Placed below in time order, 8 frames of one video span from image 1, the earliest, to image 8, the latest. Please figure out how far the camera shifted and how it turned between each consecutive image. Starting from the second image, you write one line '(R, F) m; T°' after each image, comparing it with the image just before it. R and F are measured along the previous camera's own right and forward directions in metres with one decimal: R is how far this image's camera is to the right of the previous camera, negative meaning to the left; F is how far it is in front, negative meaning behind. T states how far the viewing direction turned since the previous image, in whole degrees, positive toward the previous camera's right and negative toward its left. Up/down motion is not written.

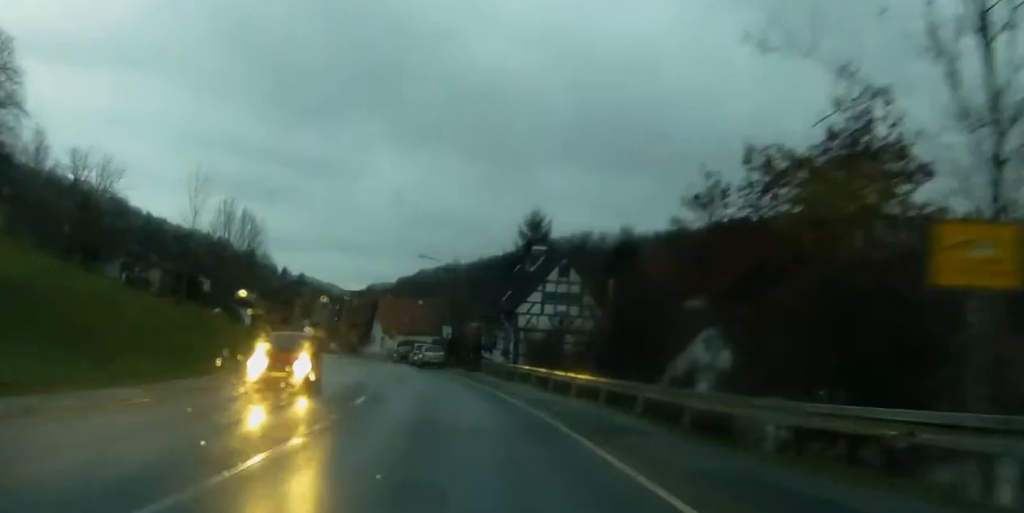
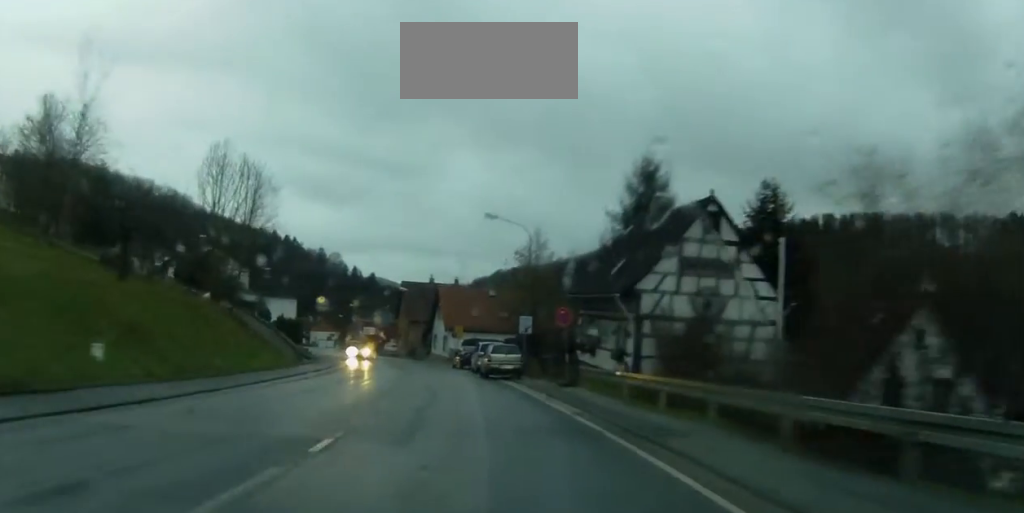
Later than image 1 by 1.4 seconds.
(-0.4, +18.2) m; -4°
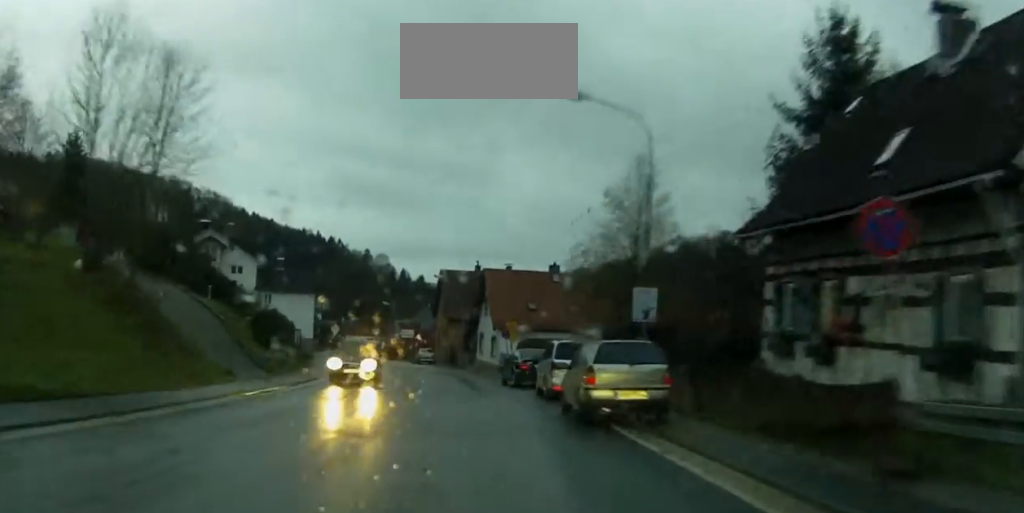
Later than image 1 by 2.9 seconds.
(-0.8, +20.9) m; -4°
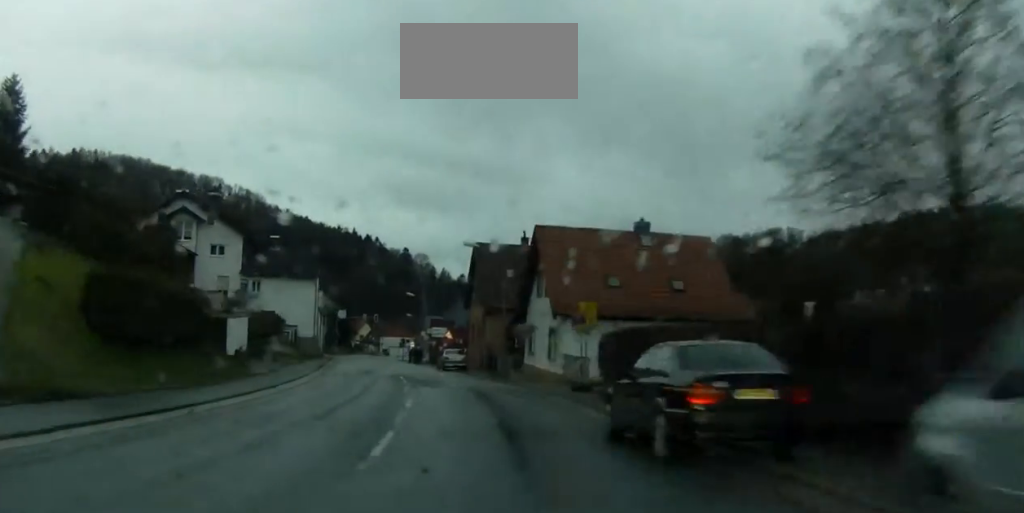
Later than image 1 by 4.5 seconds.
(-1.0, +22.2) m; -3°
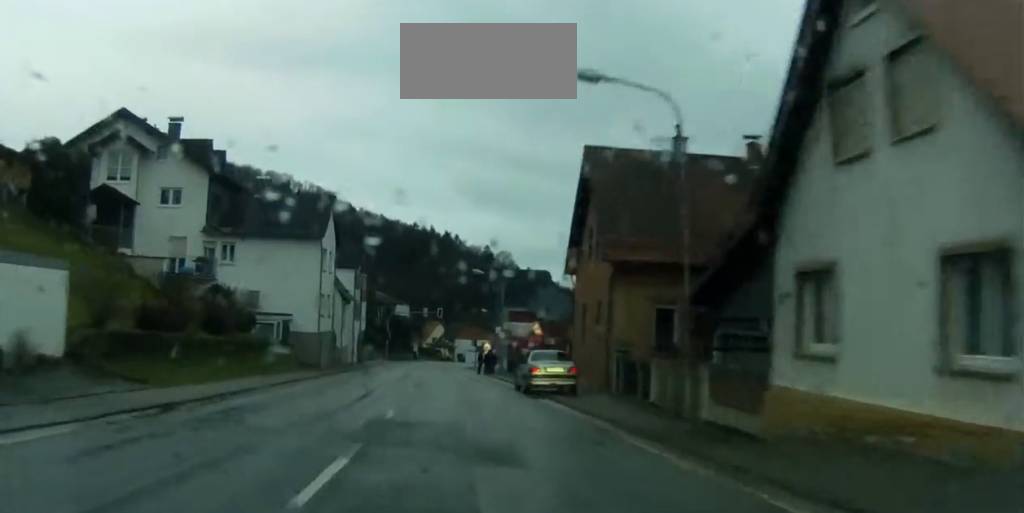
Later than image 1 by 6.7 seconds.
(-1.0, +31.0) m; -5°
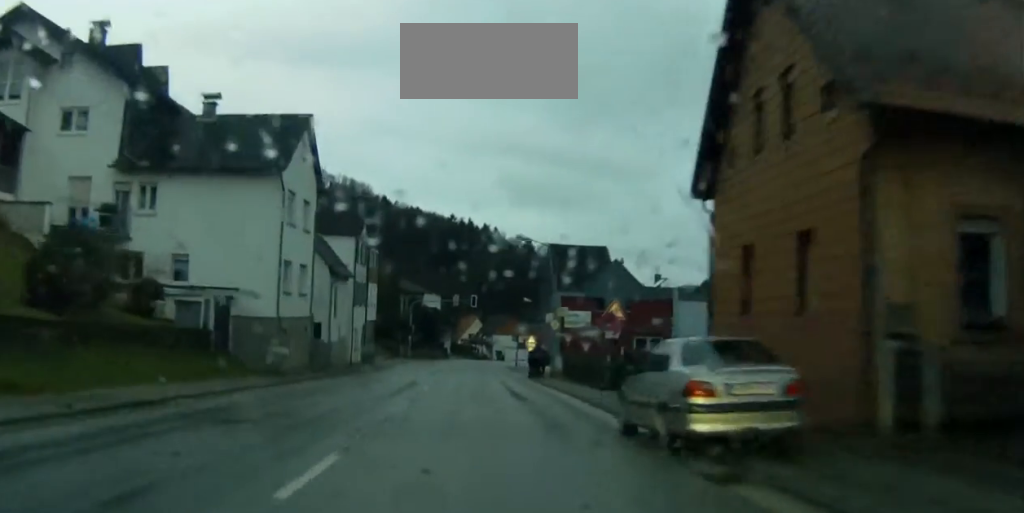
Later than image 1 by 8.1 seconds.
(-0.8, +18.6) m; -2°
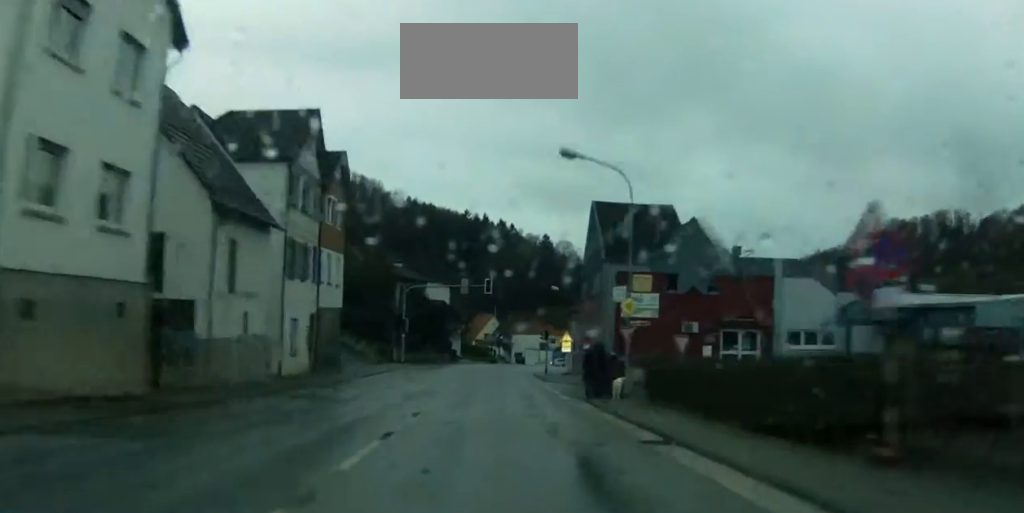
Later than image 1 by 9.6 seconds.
(-0.5, +20.7) m; -1°
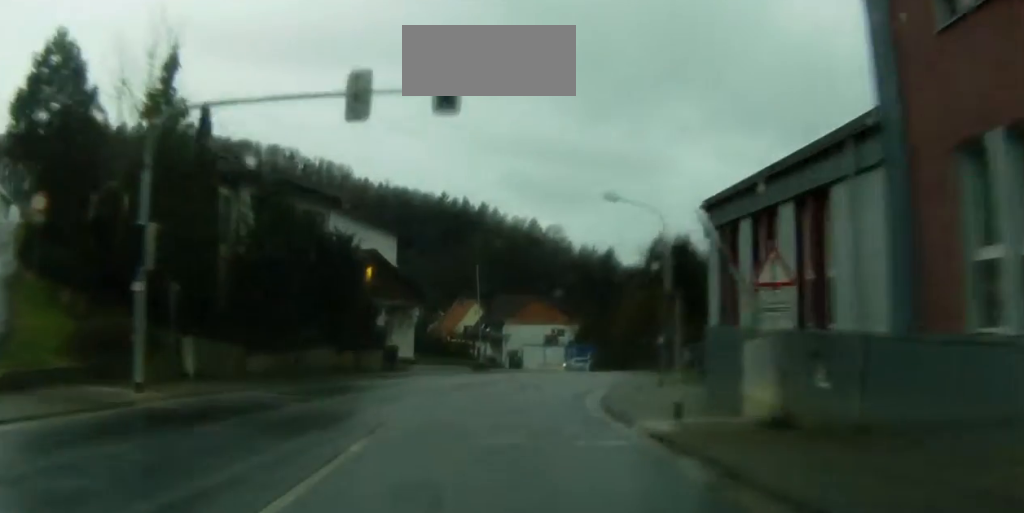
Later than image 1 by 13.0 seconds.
(-0.1, +46.3) m; +1°
